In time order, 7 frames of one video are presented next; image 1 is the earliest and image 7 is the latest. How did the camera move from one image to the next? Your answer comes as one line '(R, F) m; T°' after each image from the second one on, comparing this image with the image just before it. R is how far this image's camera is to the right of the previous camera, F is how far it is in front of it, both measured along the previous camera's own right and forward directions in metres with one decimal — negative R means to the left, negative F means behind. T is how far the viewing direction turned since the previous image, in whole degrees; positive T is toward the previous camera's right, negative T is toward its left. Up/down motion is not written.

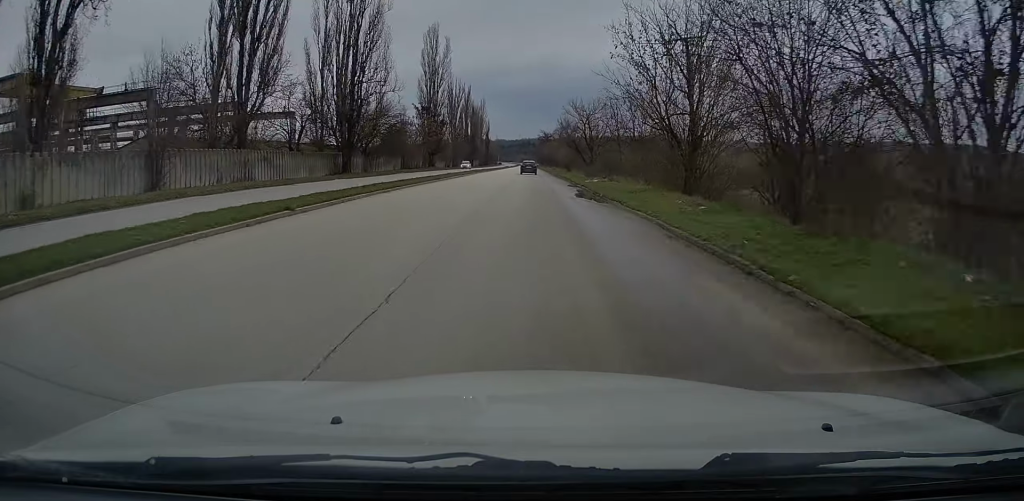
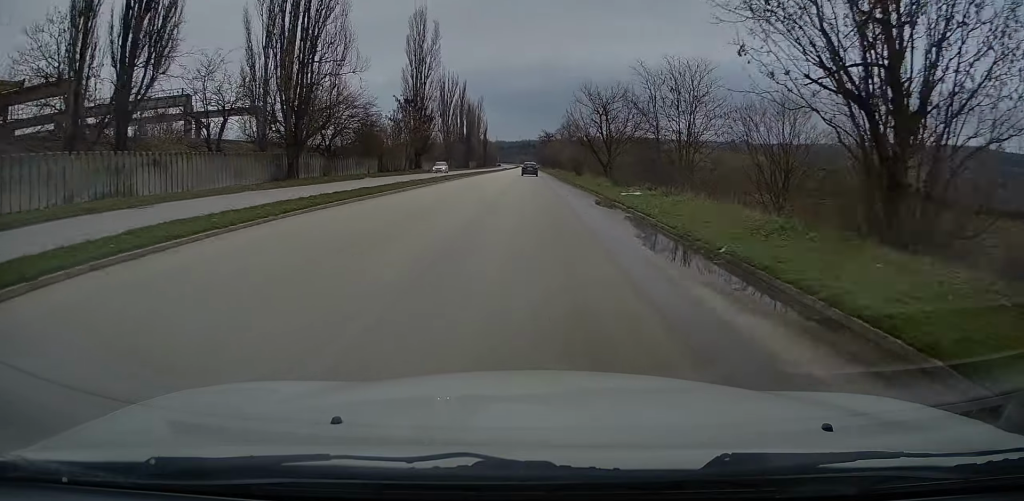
(-0.1, +15.4) m; -1°
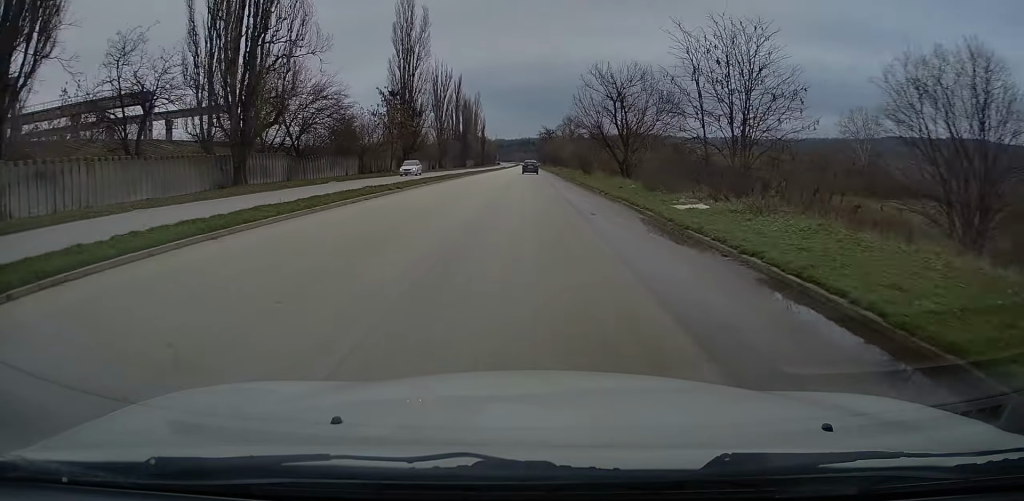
(-0.2, +9.6) m; -1°
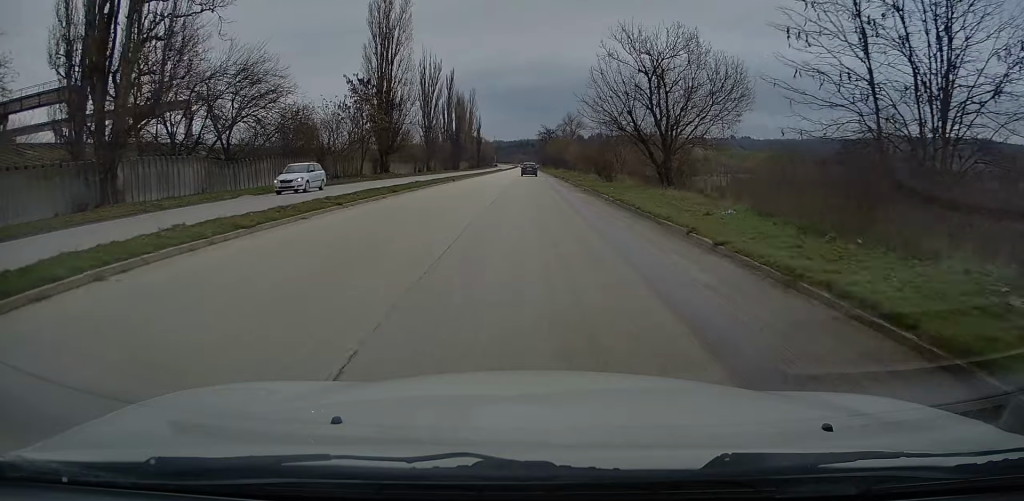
(-0.1, +14.0) m; +1°
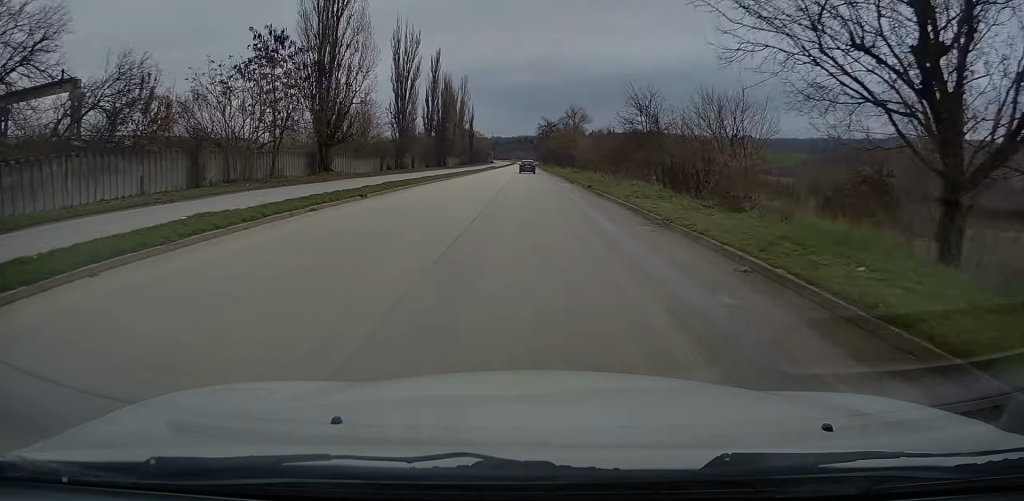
(+0.4, +23.6) m; +1°
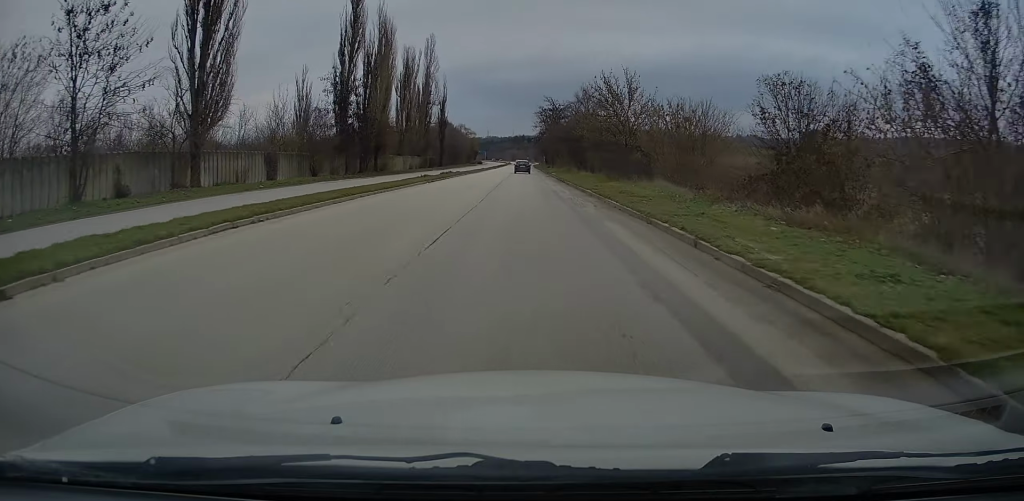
(-0.2, +59.7) m; 0°
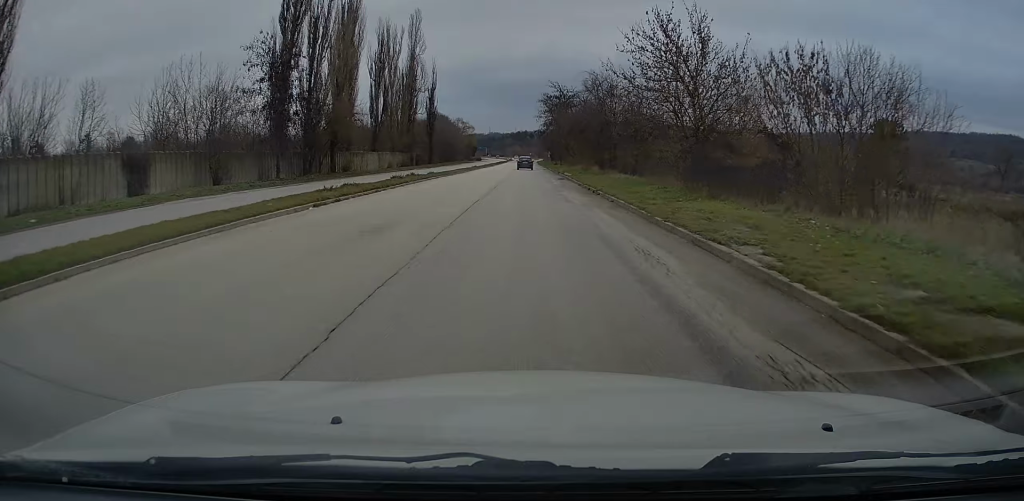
(+0.4, +18.8) m; 0°
